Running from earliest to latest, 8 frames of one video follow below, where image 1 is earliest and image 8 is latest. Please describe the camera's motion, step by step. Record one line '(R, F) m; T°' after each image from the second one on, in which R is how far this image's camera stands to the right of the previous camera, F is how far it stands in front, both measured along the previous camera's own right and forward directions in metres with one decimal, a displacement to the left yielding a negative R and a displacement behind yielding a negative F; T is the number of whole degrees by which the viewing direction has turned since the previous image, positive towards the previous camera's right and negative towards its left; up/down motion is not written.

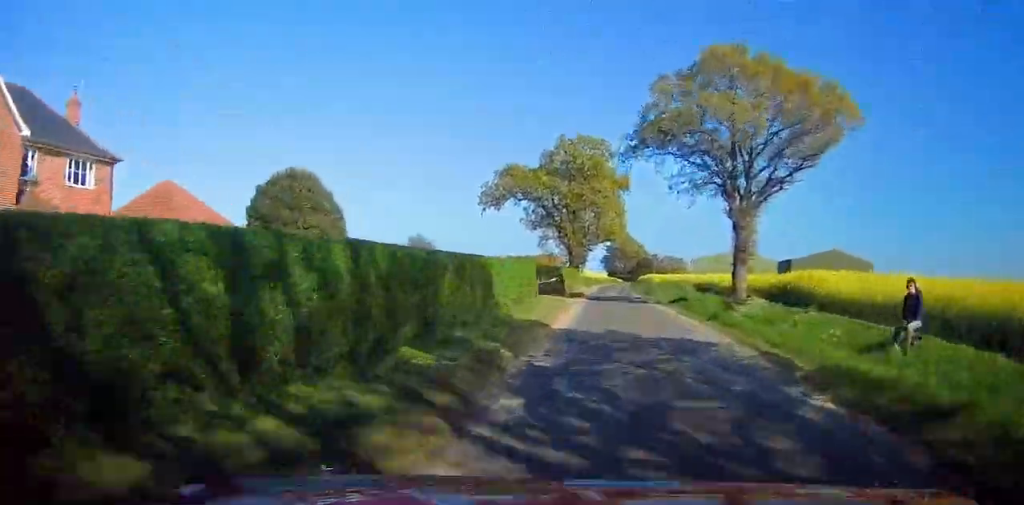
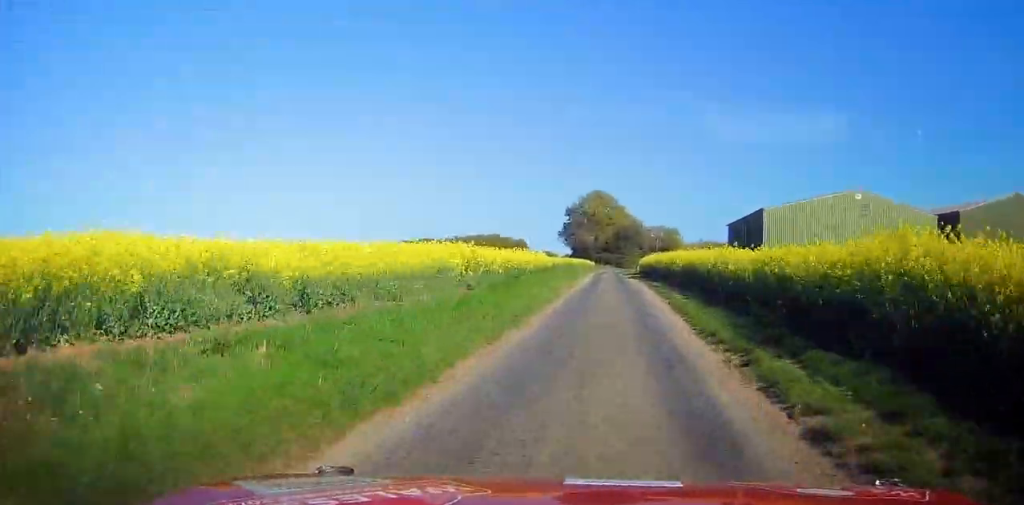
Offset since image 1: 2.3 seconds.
(+0.3, +86.1) m; +1°
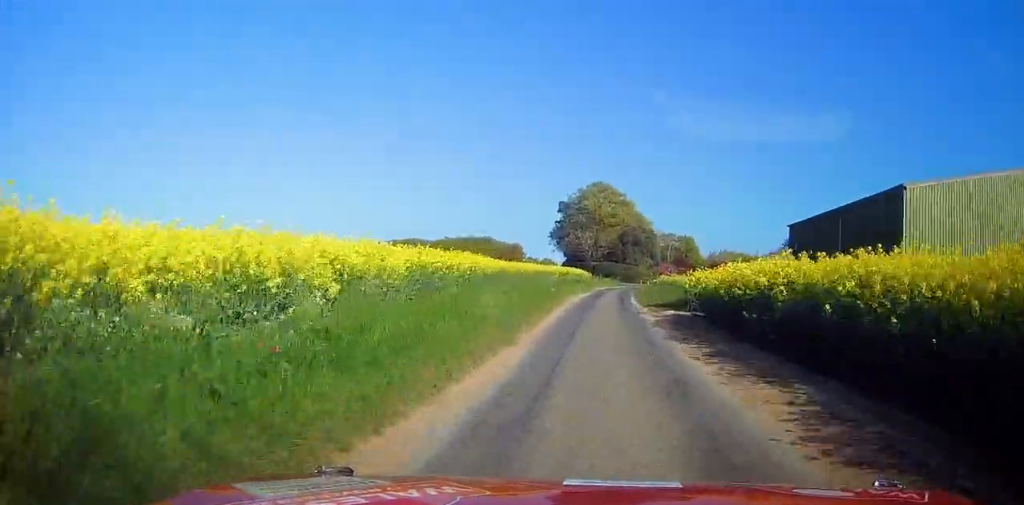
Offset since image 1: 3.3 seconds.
(+0.3, +31.7) m; 0°
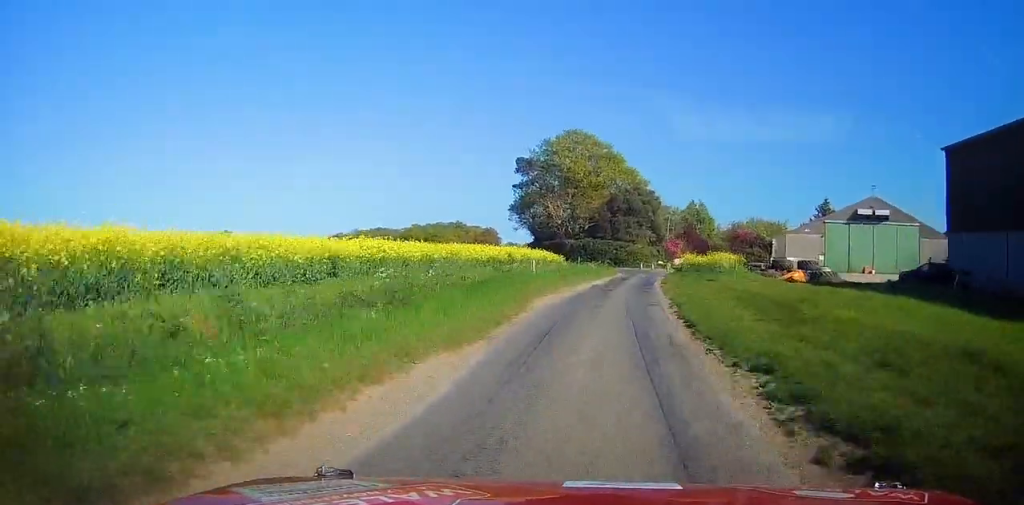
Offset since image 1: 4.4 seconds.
(-0.2, +33.0) m; +1°
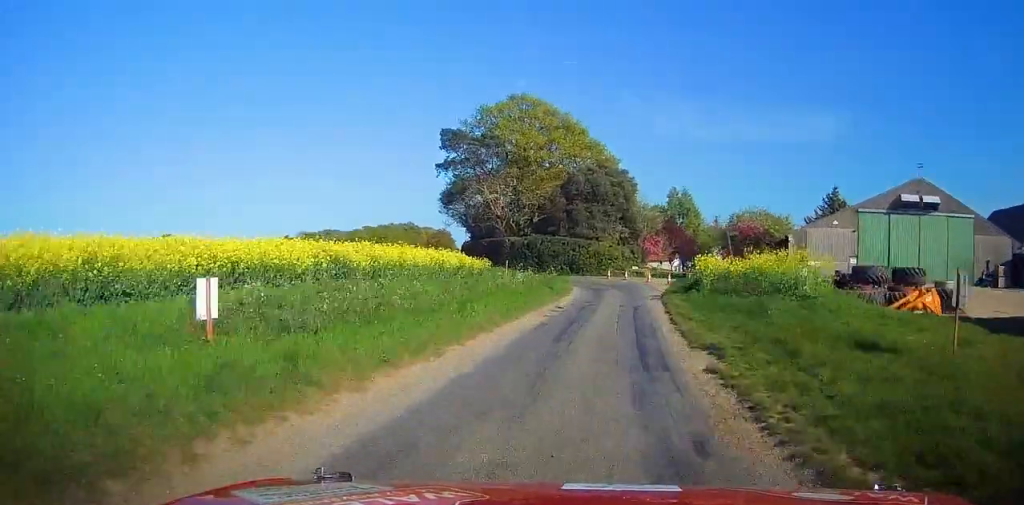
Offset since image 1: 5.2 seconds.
(+0.3, +20.5) m; +1°
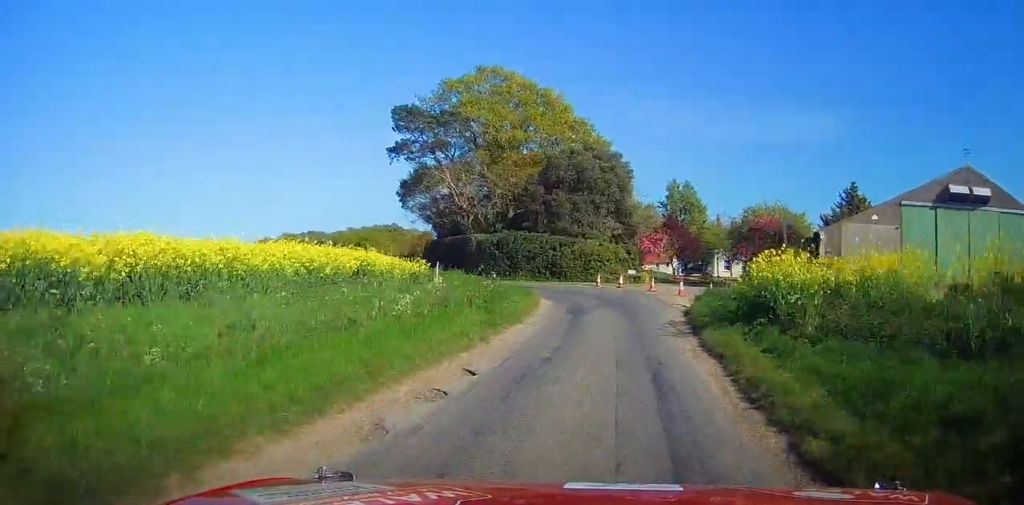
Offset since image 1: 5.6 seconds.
(+0.4, +11.3) m; +1°
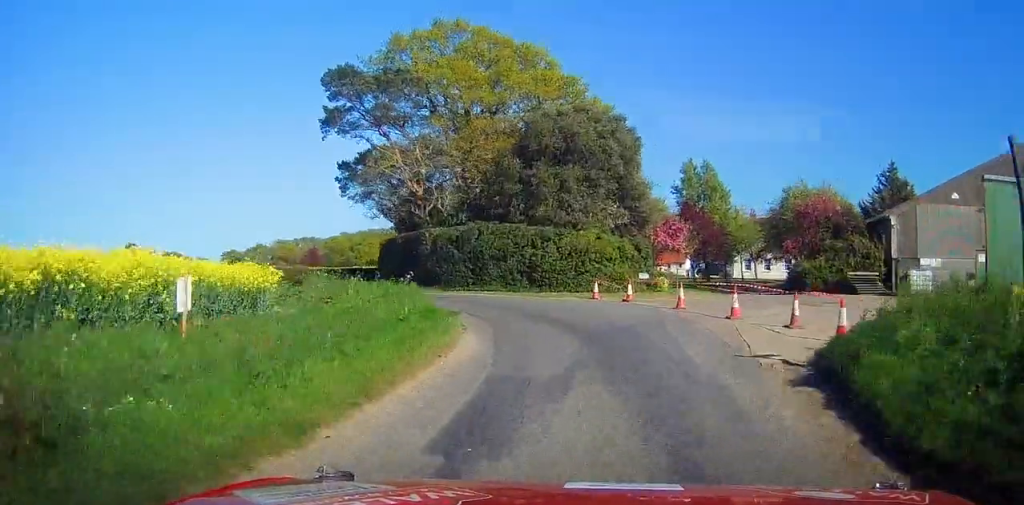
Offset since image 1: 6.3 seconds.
(-0.2, +11.7) m; -5°
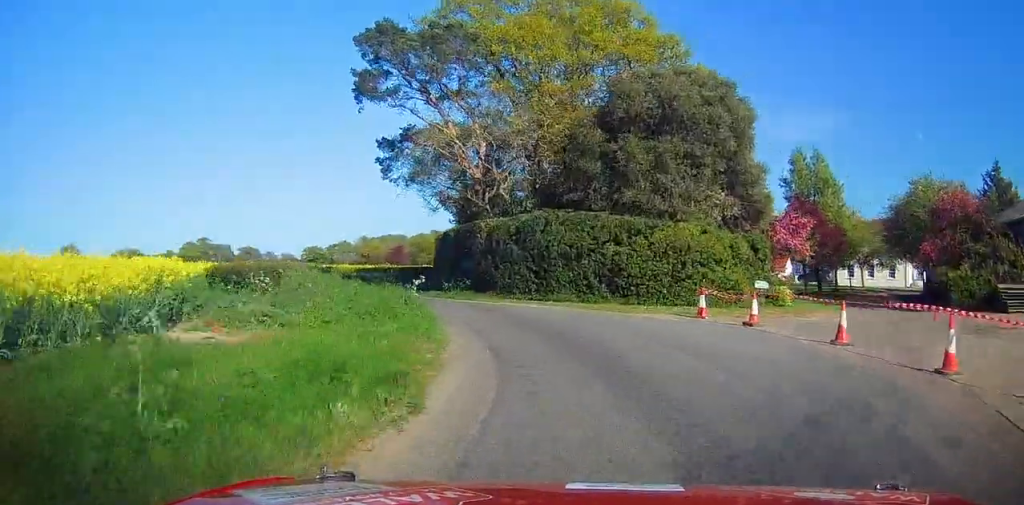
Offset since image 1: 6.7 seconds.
(+0.5, +8.3) m; -4°
